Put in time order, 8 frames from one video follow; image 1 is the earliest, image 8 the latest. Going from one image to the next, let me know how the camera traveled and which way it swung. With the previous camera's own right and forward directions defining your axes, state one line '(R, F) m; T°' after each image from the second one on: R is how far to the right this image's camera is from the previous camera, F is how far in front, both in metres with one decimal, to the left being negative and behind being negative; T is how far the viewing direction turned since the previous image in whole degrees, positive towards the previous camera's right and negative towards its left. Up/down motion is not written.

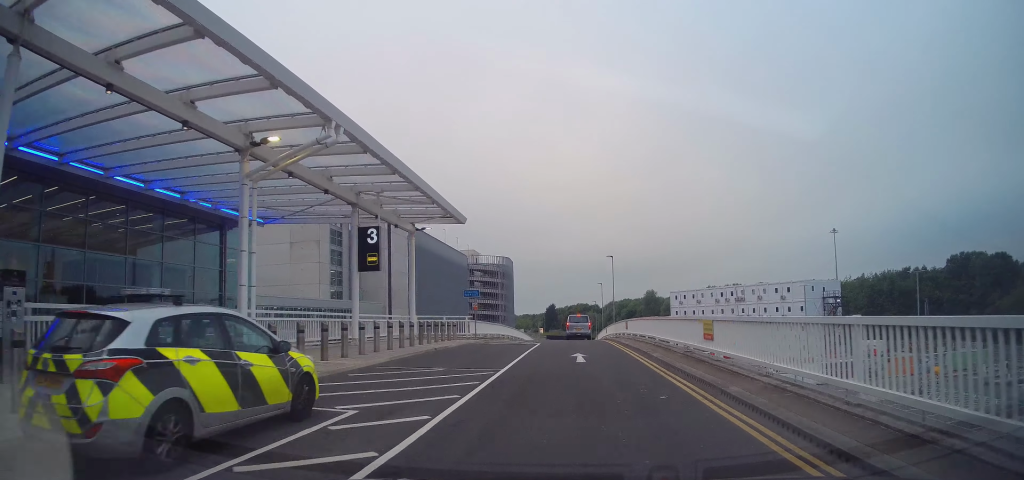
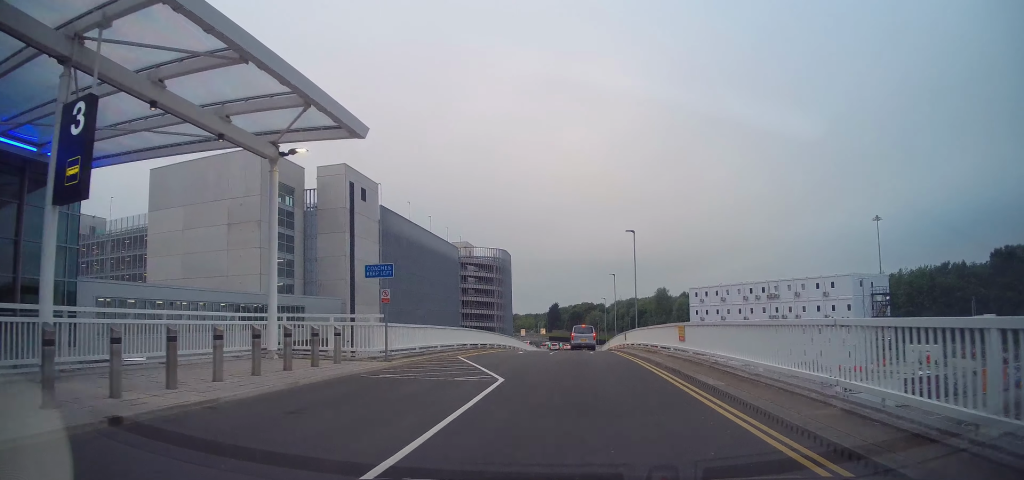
(-0.5, +16.4) m; -4°
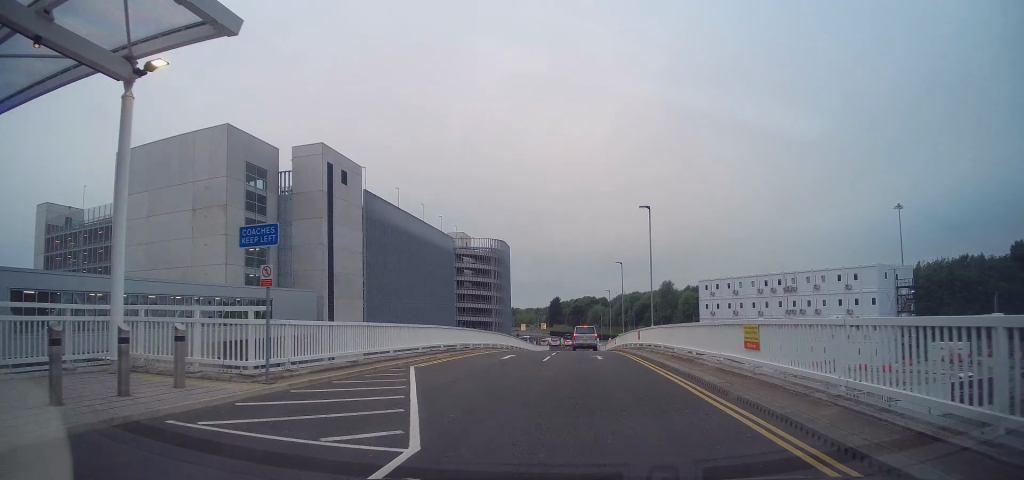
(-0.3, +7.0) m; +1°
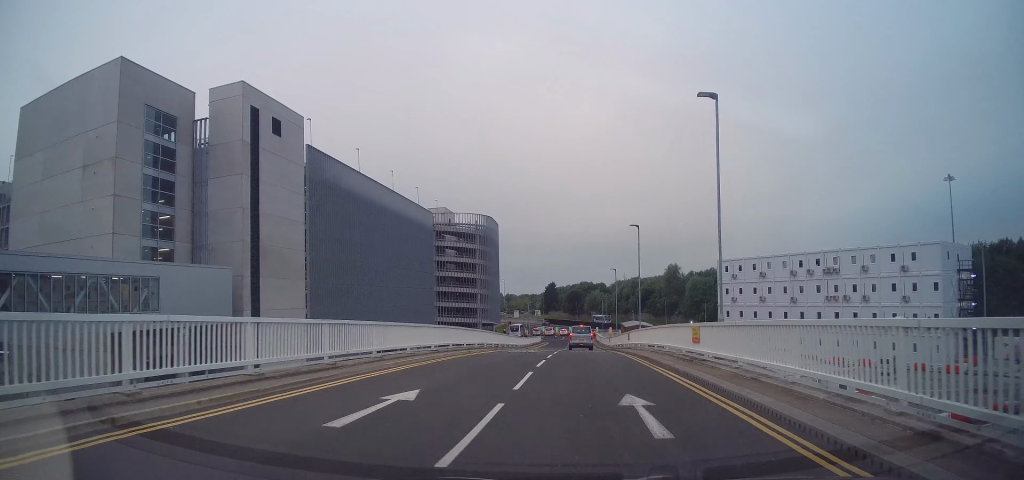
(+0.6, +15.7) m; +3°
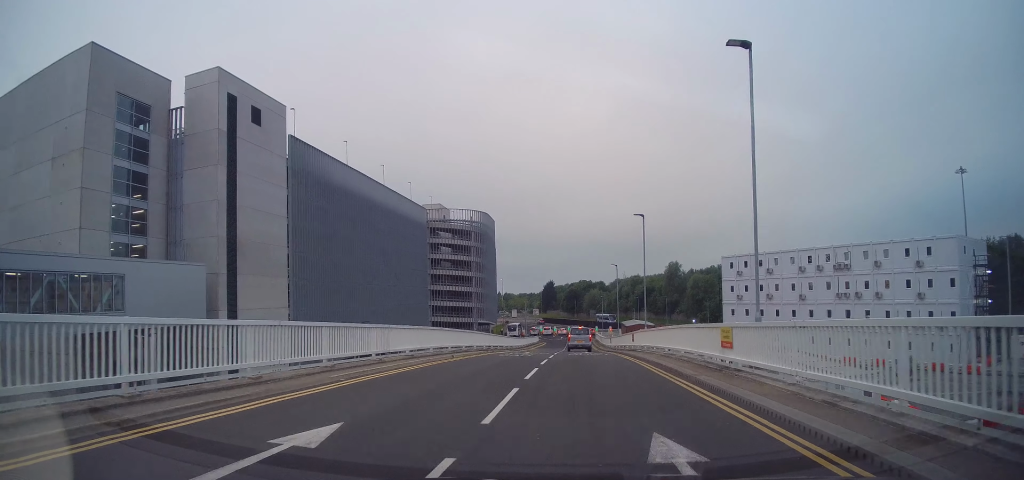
(-0.1, +3.6) m; 0°
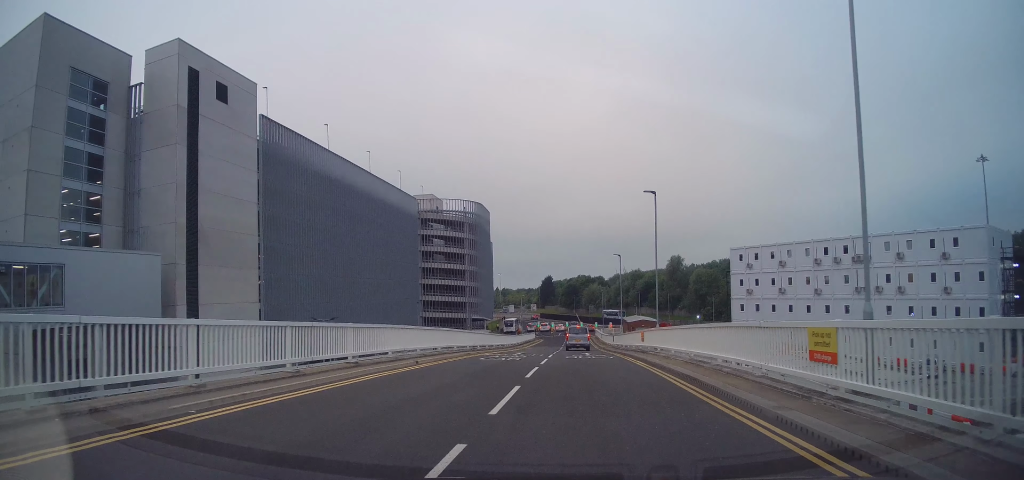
(+0.1, +5.4) m; -1°
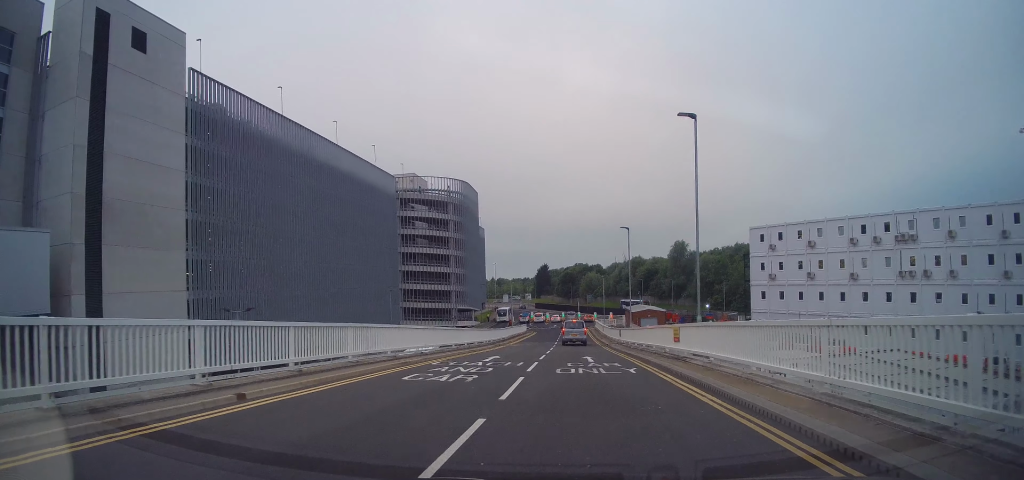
(-0.3, +10.3) m; -2°
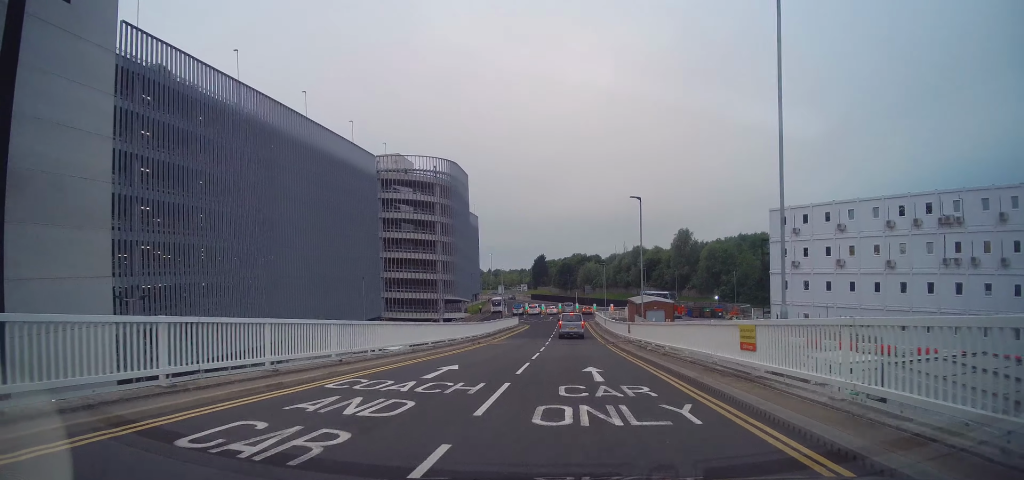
(0.0, +8.0) m; +1°
